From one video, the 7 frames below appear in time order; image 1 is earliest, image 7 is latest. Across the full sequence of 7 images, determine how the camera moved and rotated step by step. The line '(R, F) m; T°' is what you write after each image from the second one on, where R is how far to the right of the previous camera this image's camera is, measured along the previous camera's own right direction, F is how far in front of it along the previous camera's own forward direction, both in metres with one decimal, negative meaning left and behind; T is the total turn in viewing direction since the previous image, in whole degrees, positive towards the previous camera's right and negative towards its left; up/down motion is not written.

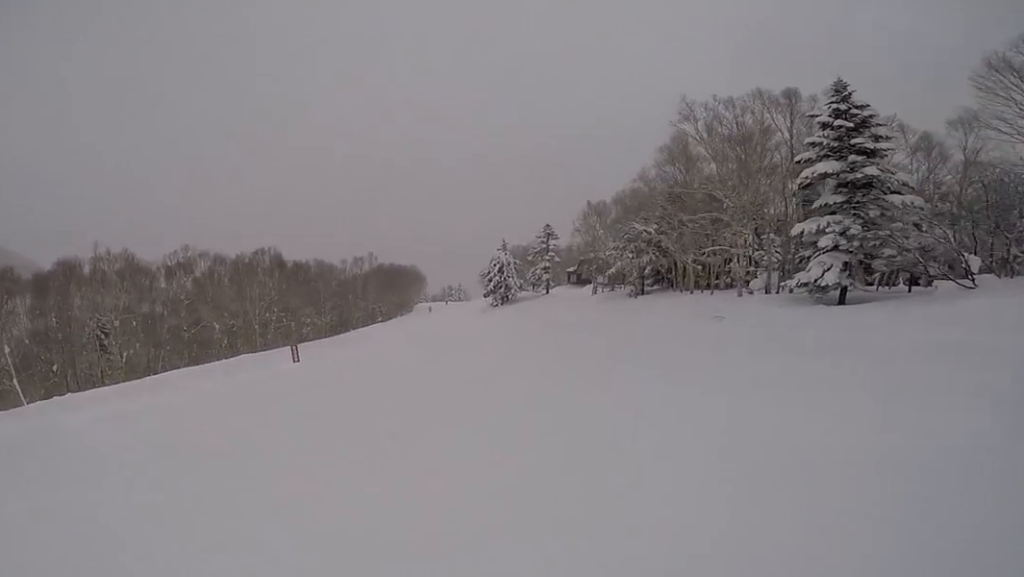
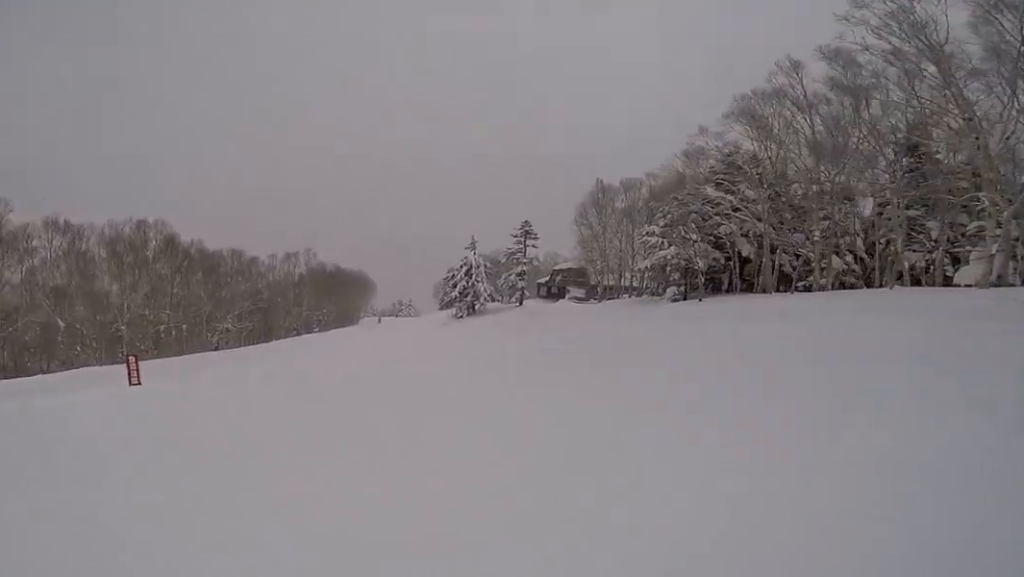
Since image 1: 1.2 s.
(0.0, +14.2) m; +1°
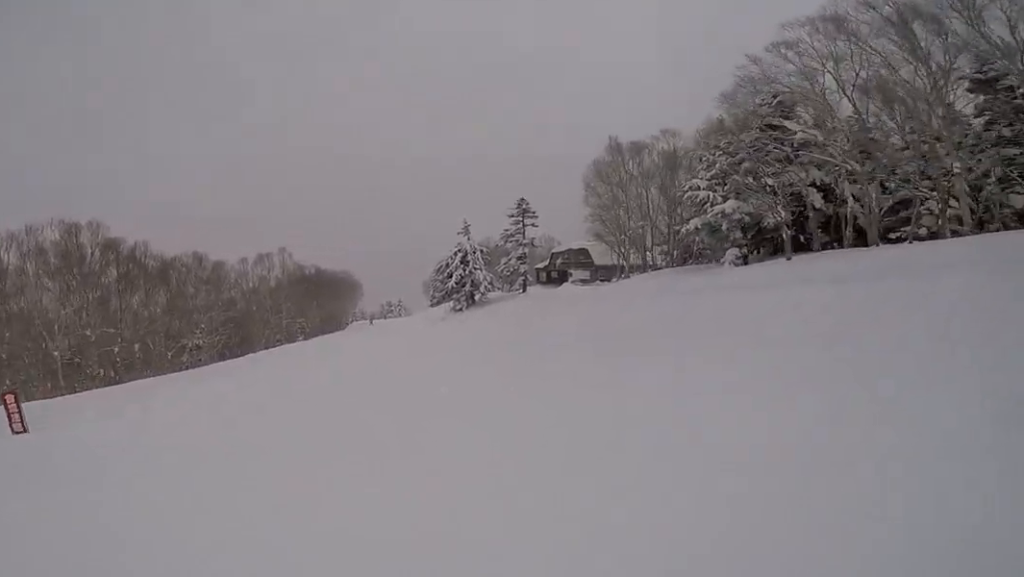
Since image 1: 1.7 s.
(+0.1, +6.0) m; -4°
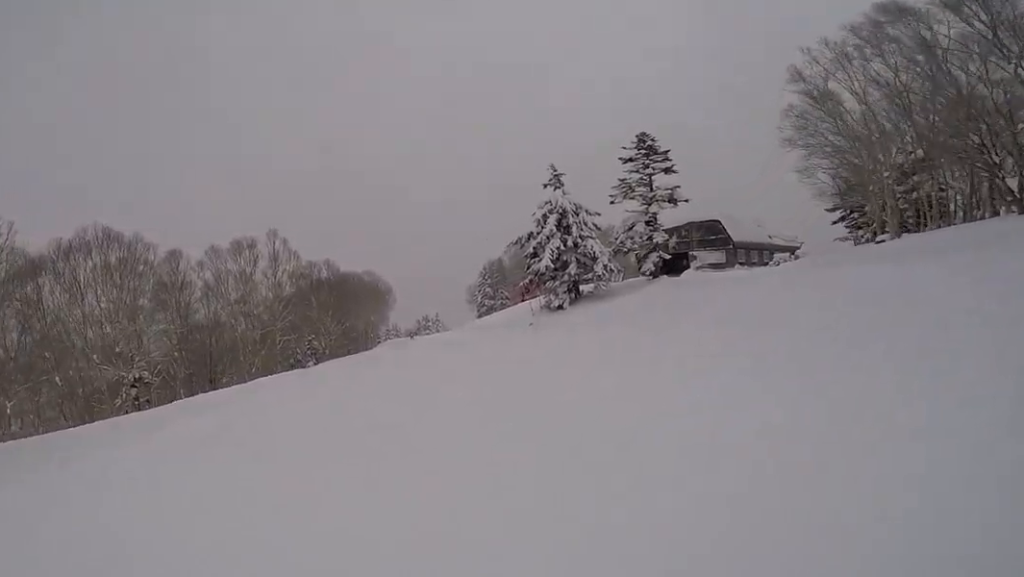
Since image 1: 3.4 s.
(-1.4, +19.2) m; 0°
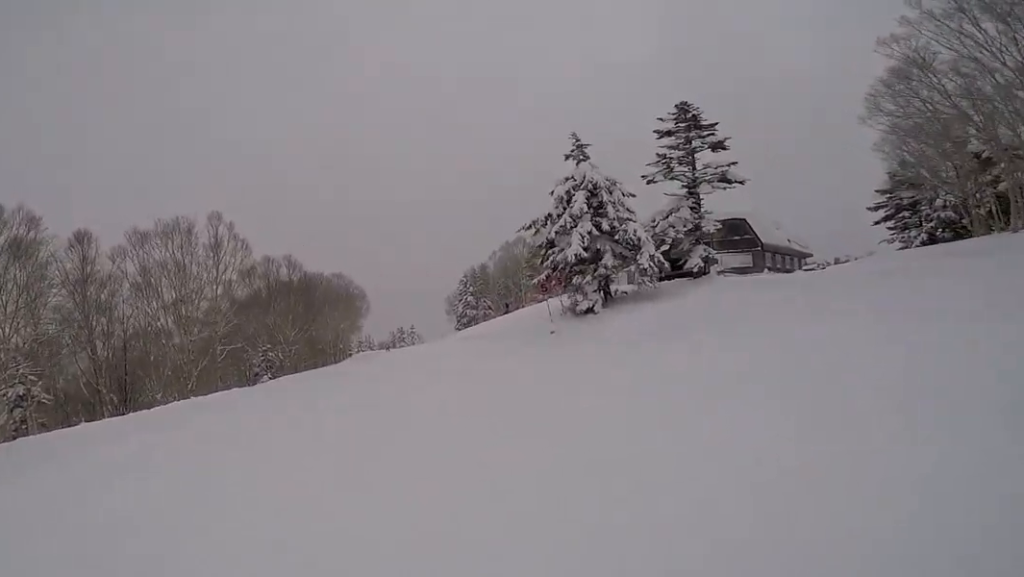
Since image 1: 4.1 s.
(+0.8, +7.6) m; +6°
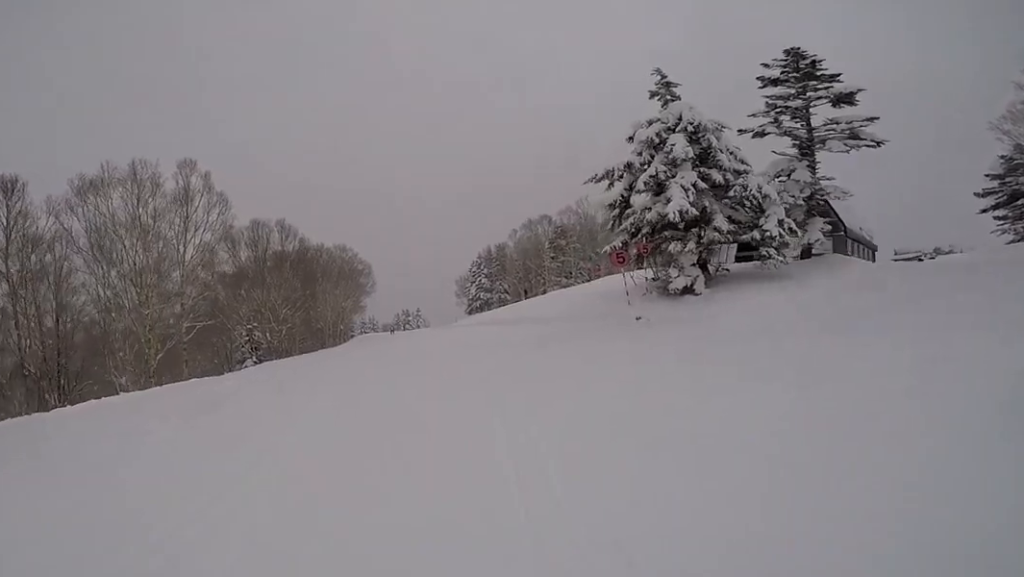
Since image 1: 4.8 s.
(0.0, +6.3) m; +2°
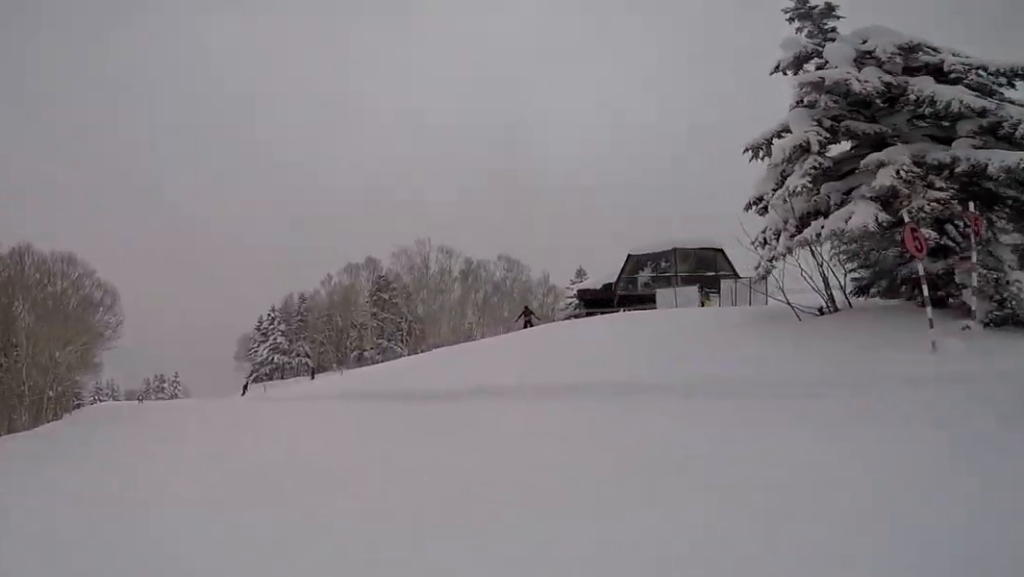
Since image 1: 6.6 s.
(-0.7, +15.7) m; -8°
